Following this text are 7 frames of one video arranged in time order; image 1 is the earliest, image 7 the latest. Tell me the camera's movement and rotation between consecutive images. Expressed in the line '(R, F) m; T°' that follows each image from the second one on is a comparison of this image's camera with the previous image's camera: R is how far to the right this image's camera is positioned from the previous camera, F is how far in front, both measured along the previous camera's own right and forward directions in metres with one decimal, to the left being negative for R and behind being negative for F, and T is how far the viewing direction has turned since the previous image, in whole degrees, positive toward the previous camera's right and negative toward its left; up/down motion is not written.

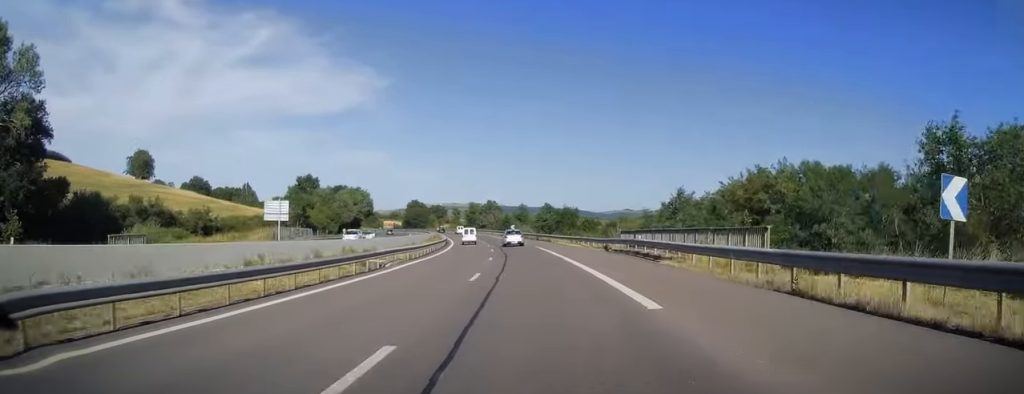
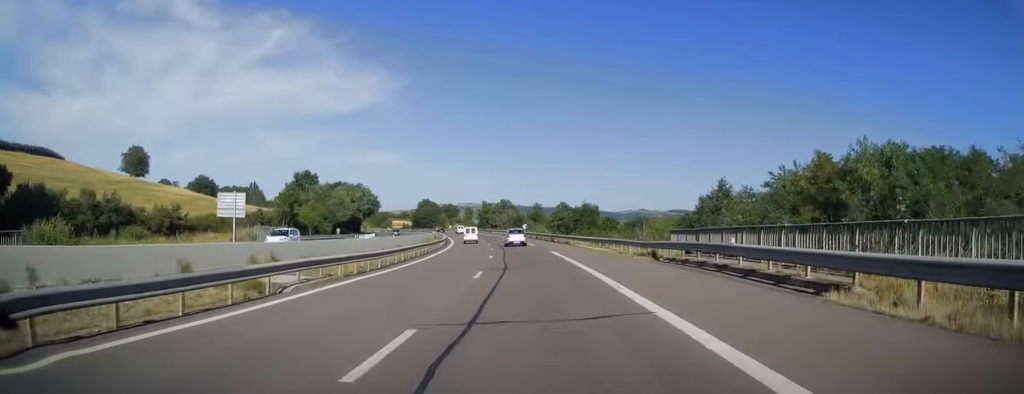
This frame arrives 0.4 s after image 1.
(-0.3, +11.8) m; -1°
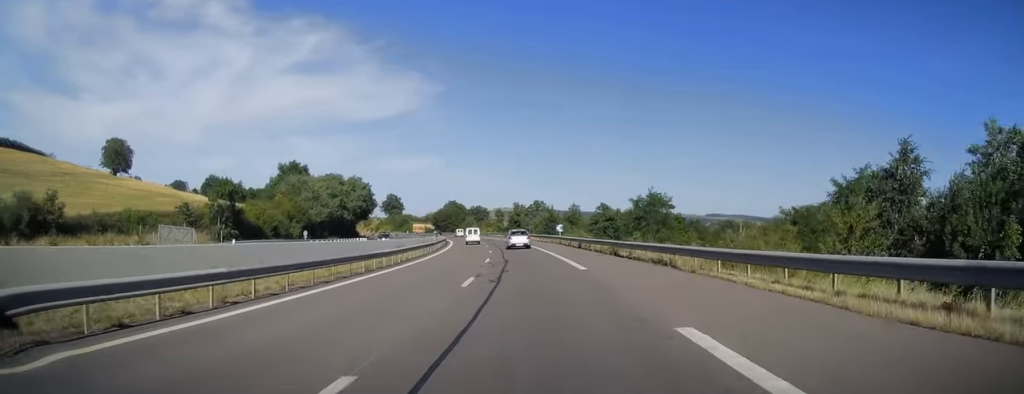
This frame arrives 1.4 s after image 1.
(-0.8, +28.9) m; -3°
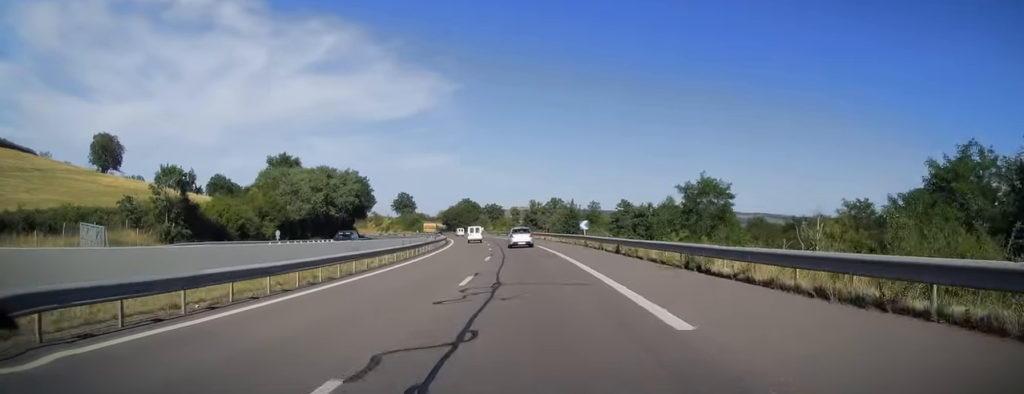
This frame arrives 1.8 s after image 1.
(-0.1, +13.3) m; -2°
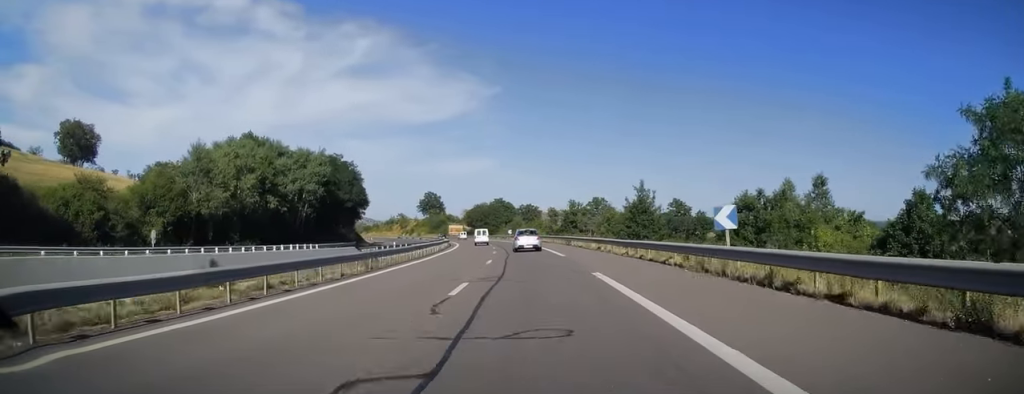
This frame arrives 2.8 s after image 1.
(-0.9, +28.5) m; -4°
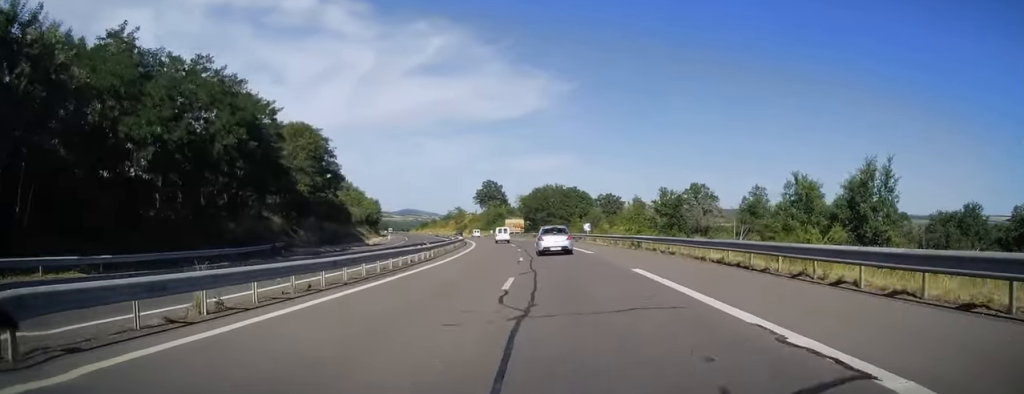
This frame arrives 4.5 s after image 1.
(-3.7, +51.5) m; -7°
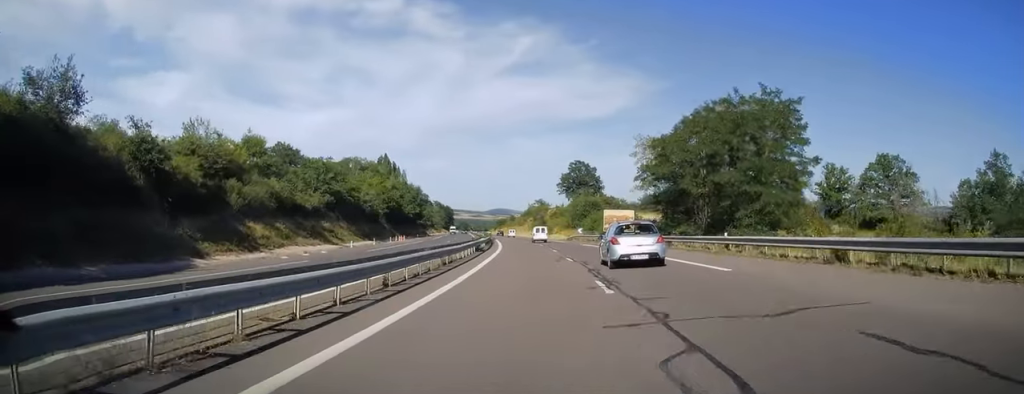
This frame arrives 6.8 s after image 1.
(-4.6, +66.7) m; -8°
